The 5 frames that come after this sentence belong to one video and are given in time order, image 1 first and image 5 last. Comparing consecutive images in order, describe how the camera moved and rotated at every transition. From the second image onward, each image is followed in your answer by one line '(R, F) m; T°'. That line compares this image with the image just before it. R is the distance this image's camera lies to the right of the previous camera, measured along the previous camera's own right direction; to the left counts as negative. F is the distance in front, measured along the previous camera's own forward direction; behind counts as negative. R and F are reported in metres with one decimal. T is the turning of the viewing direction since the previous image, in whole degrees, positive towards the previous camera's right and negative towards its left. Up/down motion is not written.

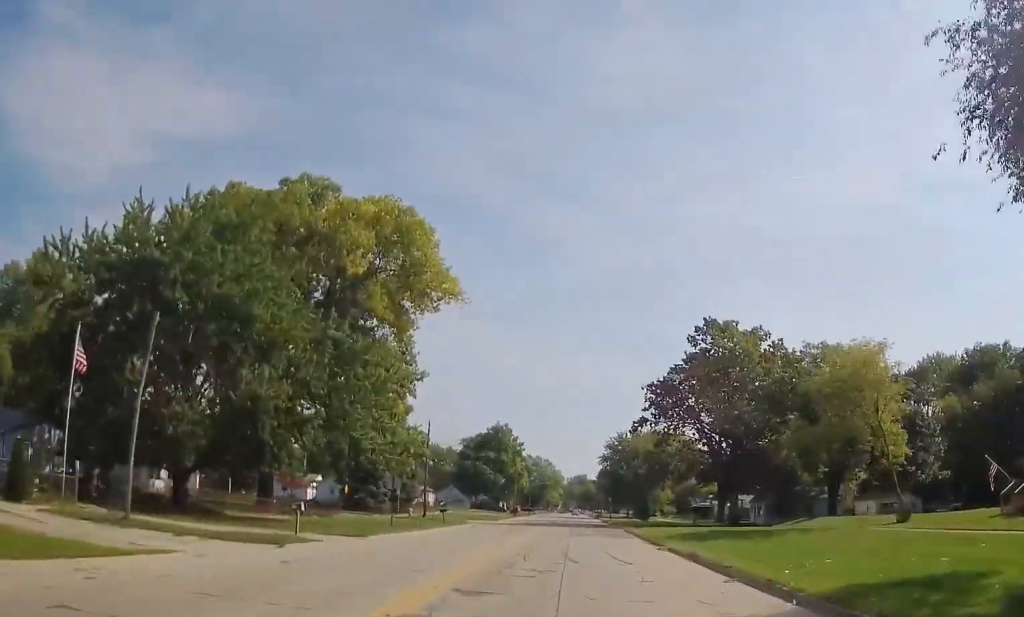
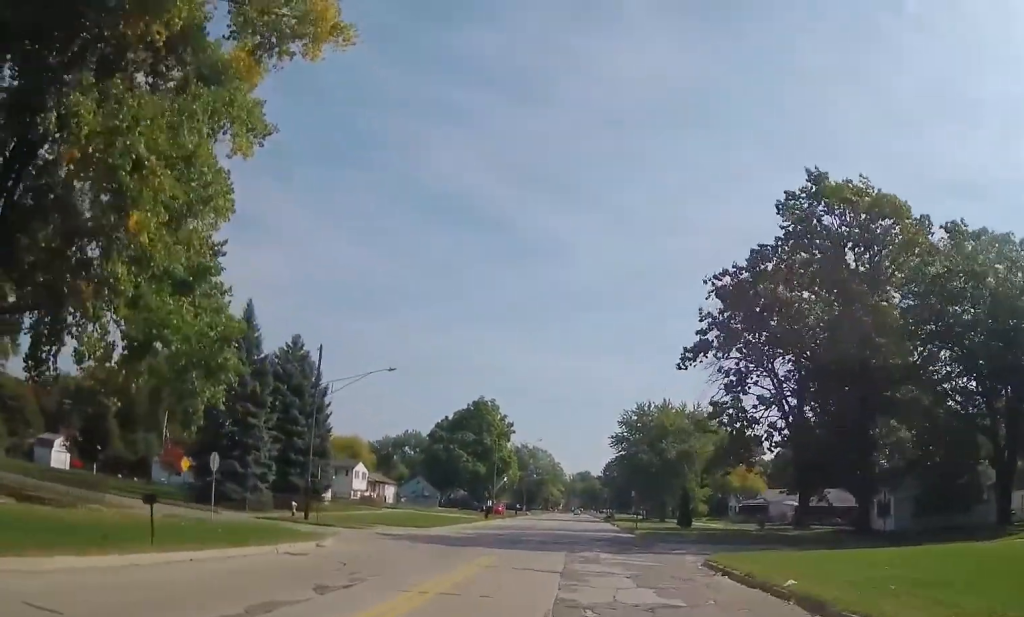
(-0.2, +34.9) m; +1°
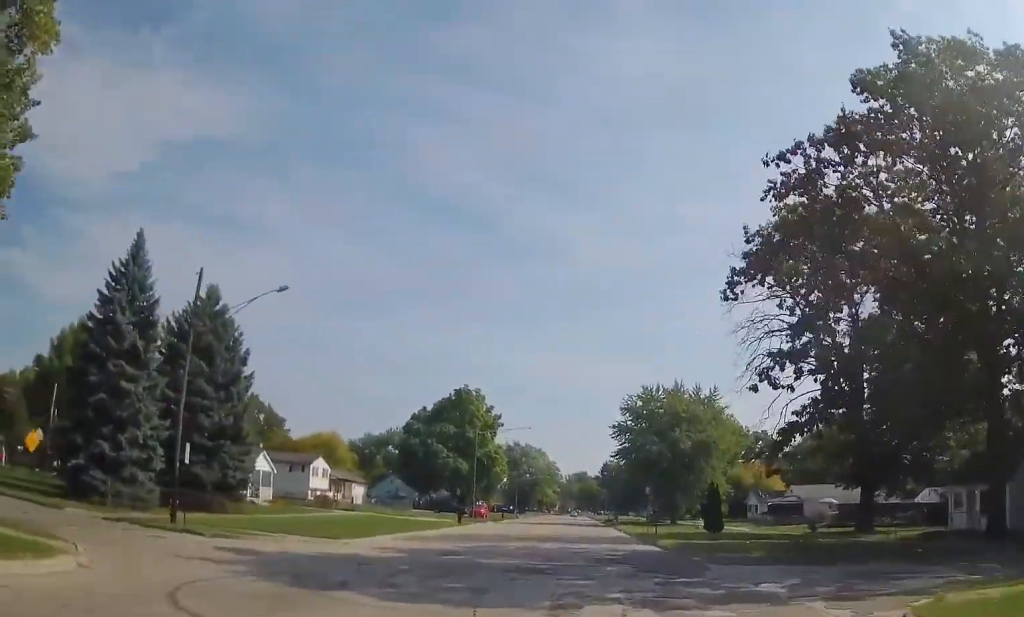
(+0.1, +14.9) m; 0°
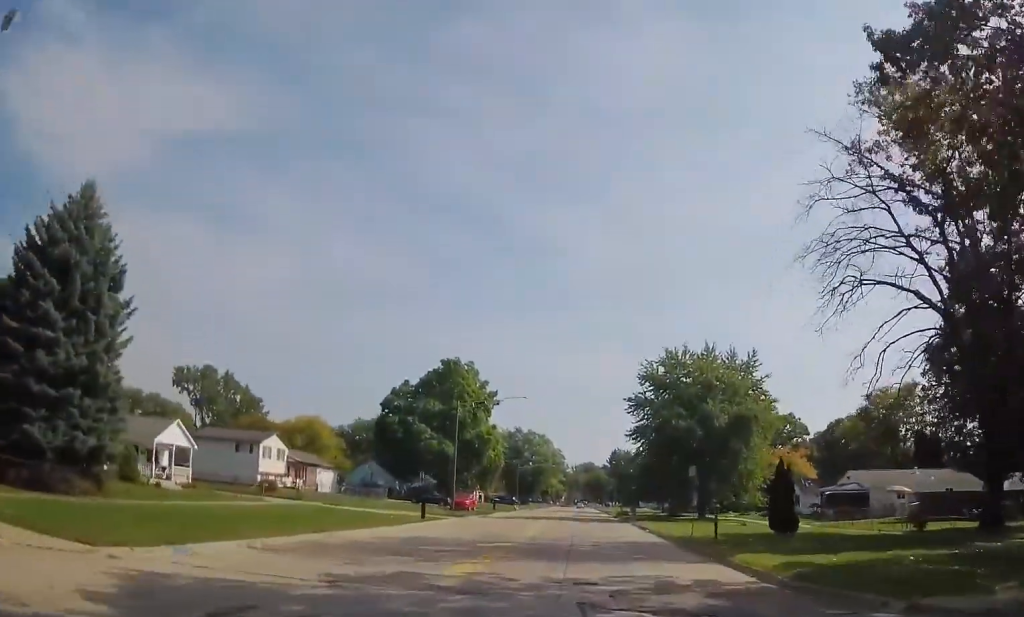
(0.0, +15.5) m; 0°
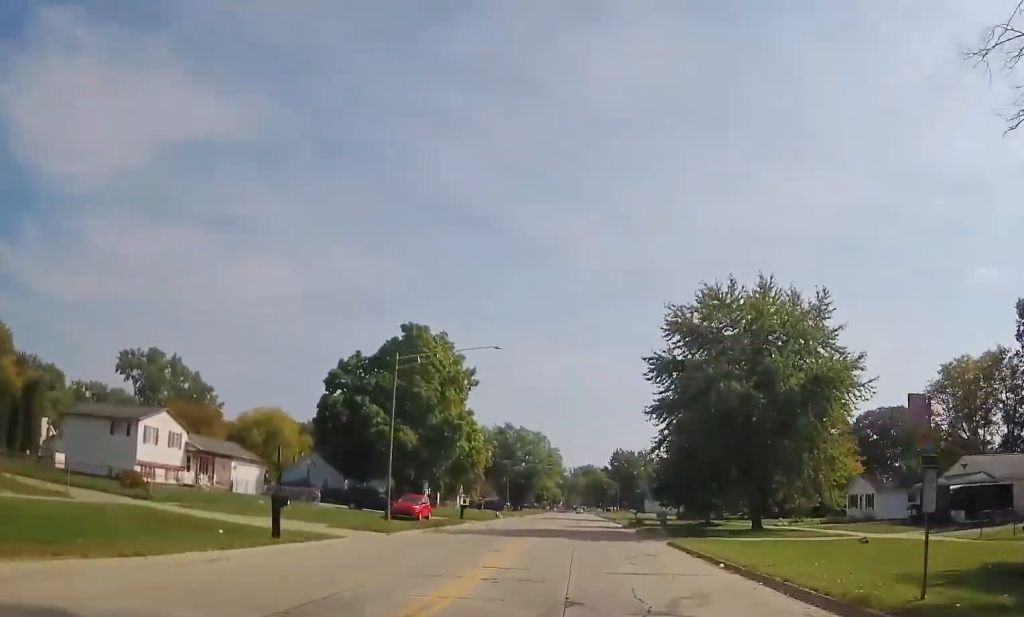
(0.0, +20.6) m; 0°
